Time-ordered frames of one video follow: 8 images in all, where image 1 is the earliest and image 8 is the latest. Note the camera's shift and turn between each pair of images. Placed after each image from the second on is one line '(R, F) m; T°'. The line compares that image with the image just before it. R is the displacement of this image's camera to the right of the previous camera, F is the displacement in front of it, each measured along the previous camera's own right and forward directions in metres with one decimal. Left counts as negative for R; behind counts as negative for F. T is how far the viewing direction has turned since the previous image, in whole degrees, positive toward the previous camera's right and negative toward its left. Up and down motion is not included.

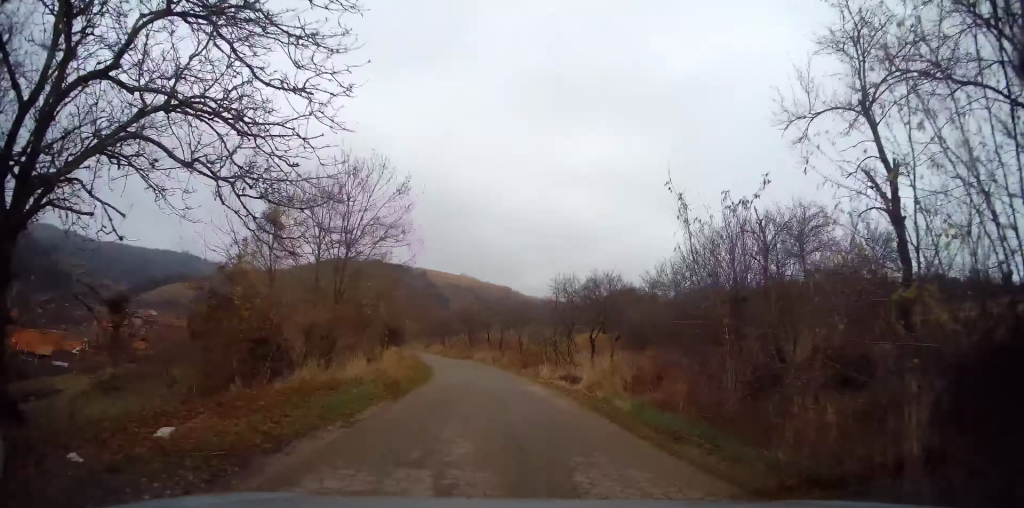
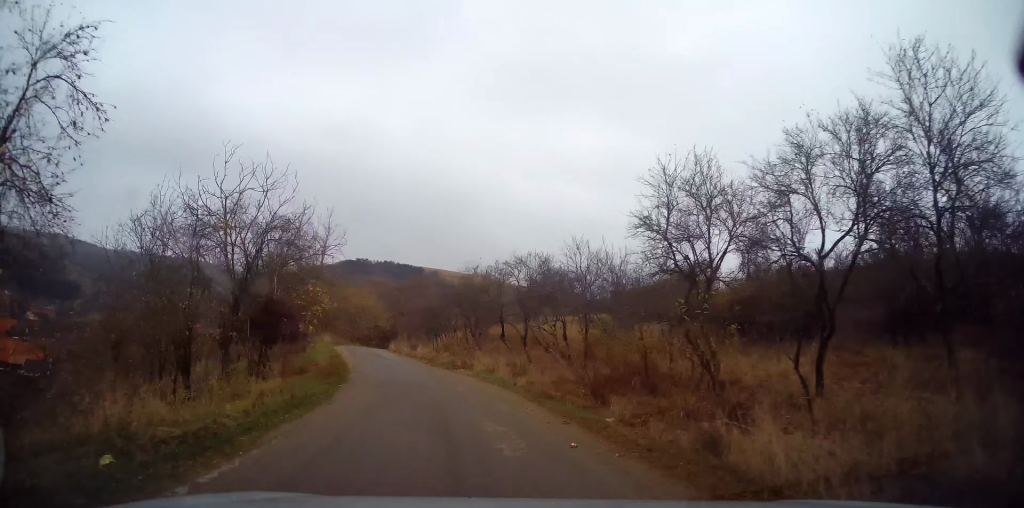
(+0.4, +20.7) m; -4°
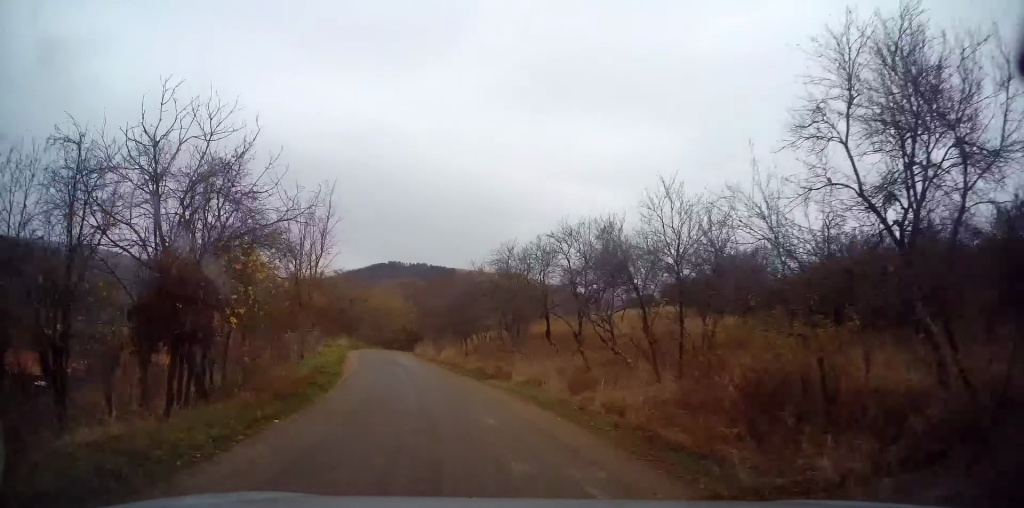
(-0.4, +6.4) m; -4°
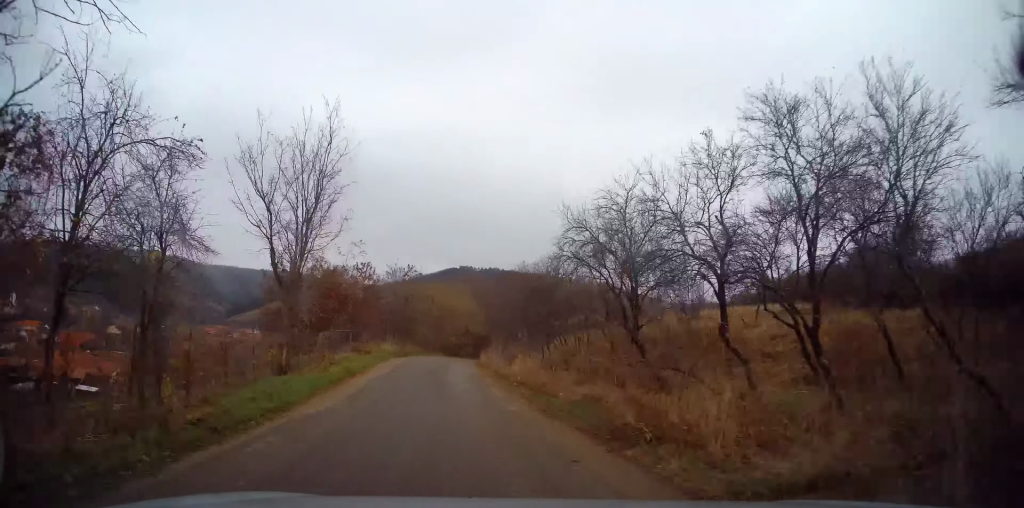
(-0.7, +11.0) m; -6°
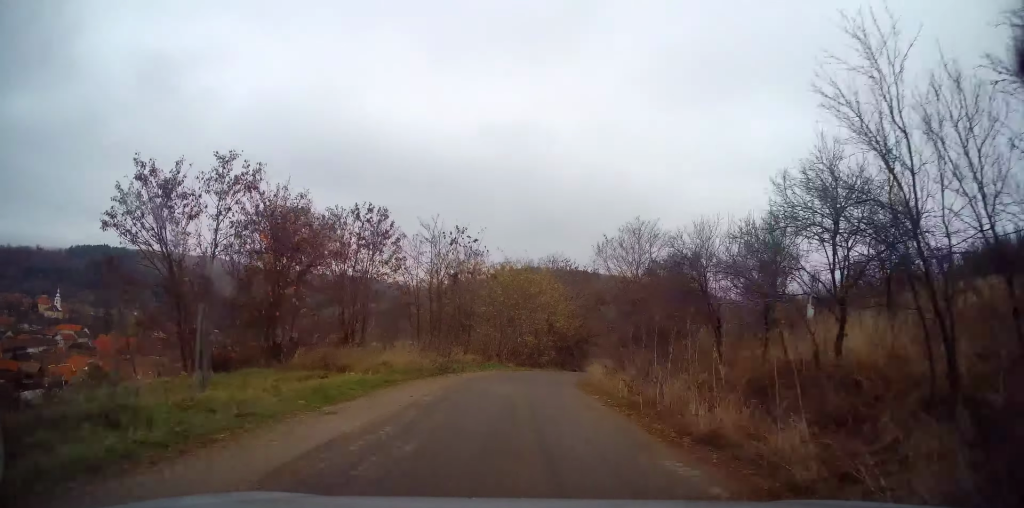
(-1.1, +21.7) m; -2°
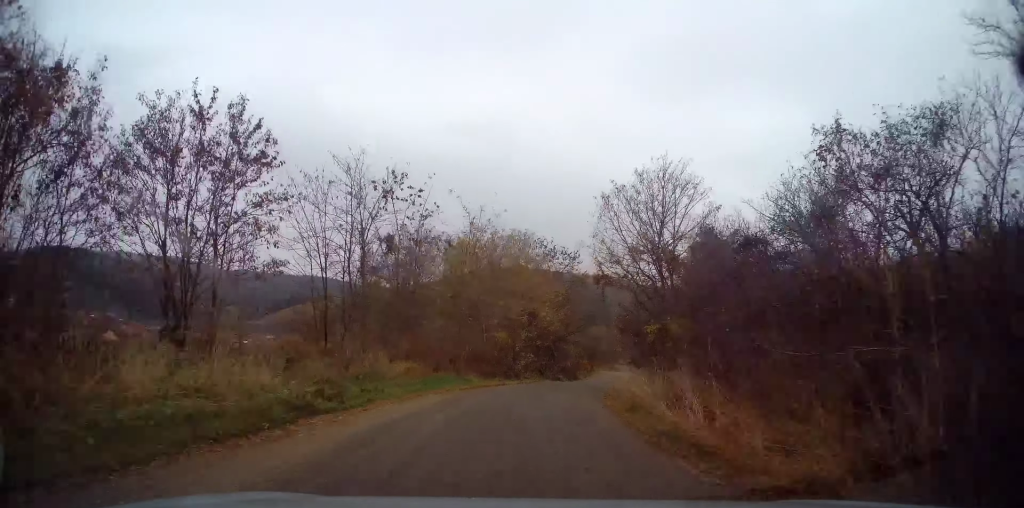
(+0.2, +12.7) m; +4°
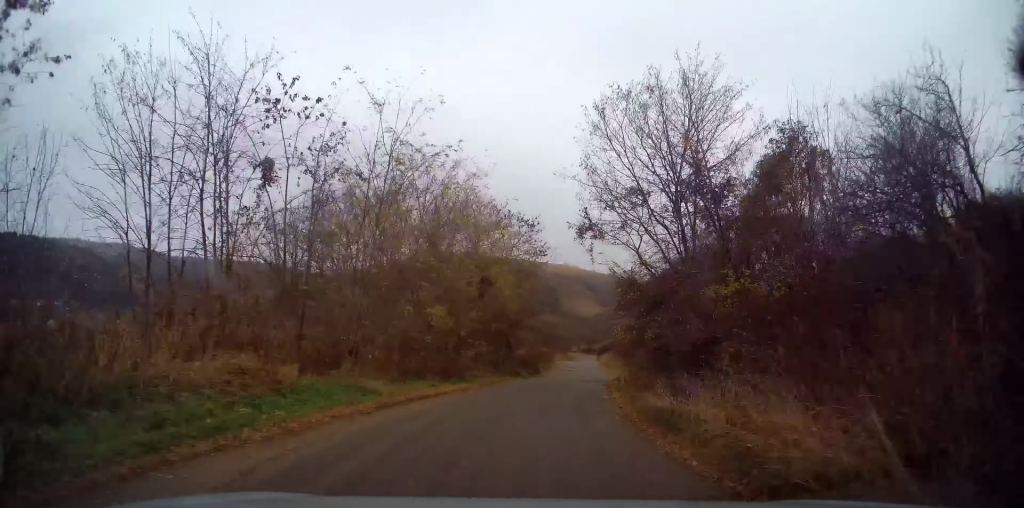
(+0.3, +8.8) m; +4°
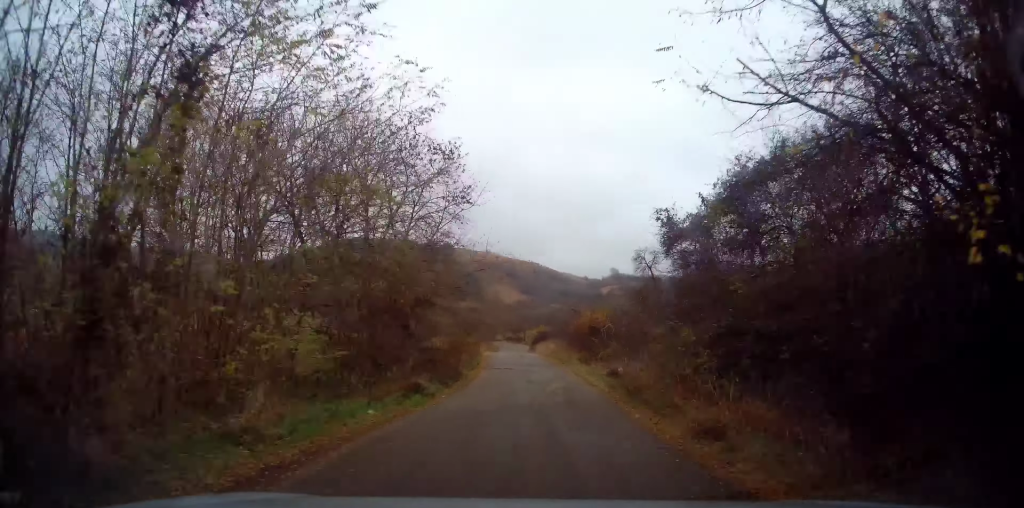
(+0.9, +13.3) m; +6°
